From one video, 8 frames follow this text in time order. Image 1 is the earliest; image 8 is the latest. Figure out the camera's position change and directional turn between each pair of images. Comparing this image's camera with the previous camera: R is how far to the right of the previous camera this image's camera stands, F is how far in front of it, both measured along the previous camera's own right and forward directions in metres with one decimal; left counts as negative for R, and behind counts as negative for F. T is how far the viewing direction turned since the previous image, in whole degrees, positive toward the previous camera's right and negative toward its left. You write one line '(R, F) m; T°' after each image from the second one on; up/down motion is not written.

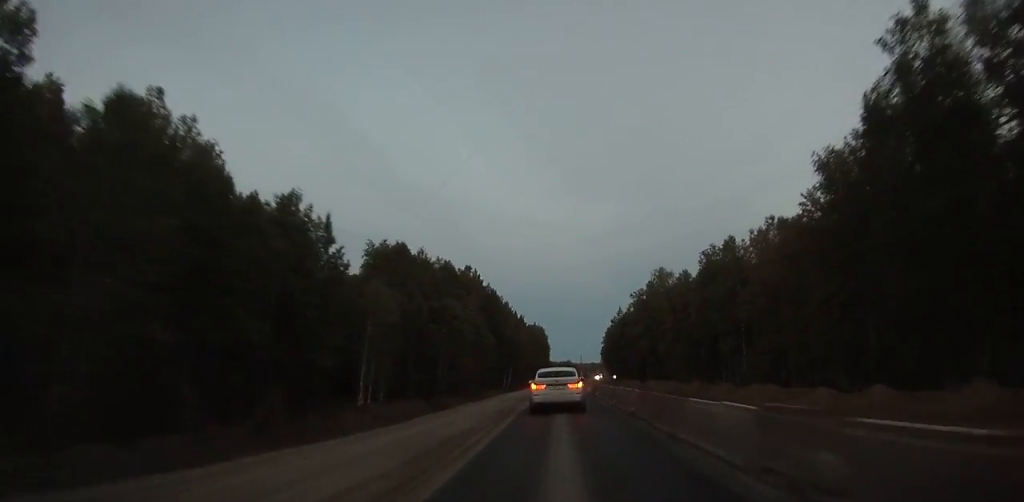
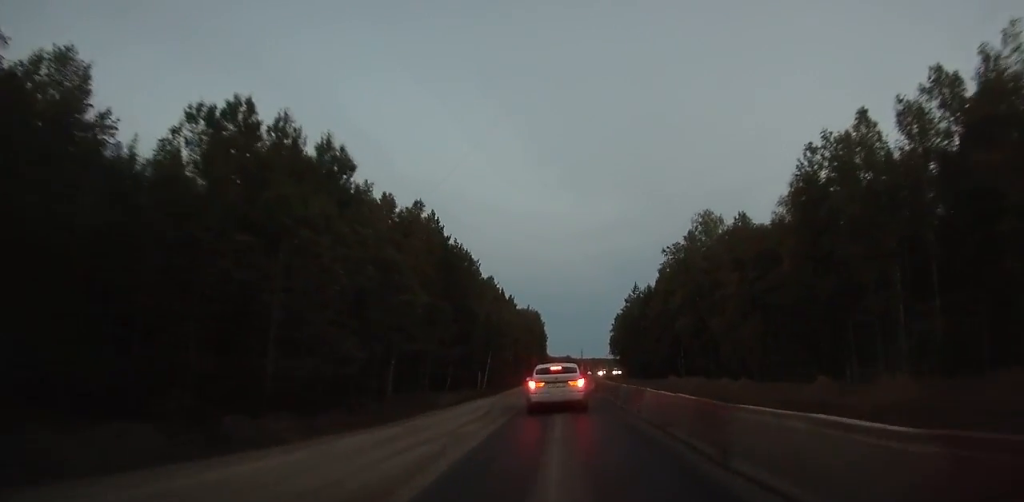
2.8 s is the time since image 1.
(0.0, +34.8) m; 0°
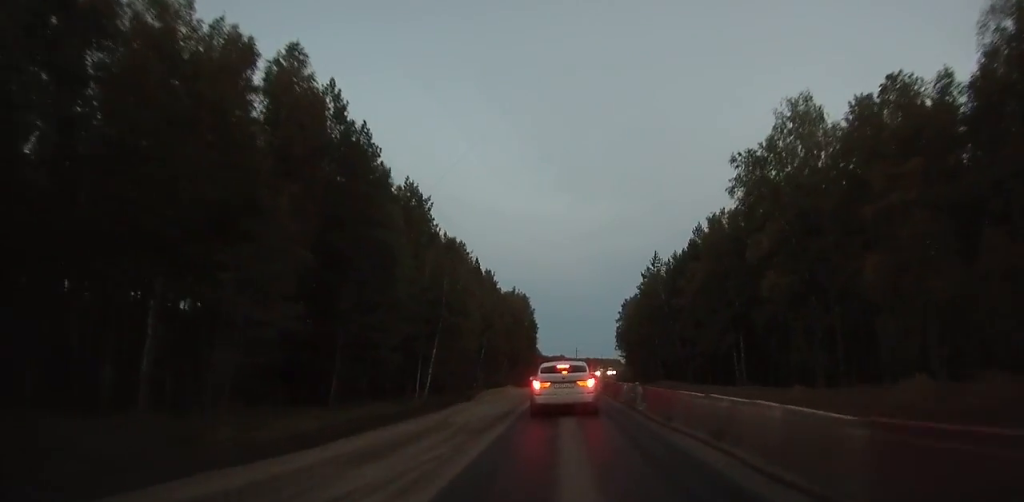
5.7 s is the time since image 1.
(0.0, +32.7) m; +1°
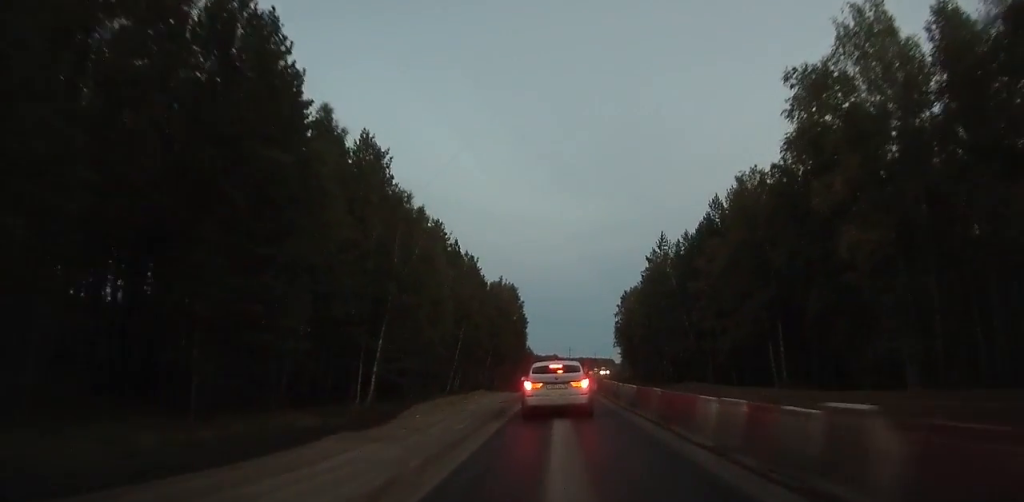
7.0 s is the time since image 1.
(+0.1, +13.5) m; +1°
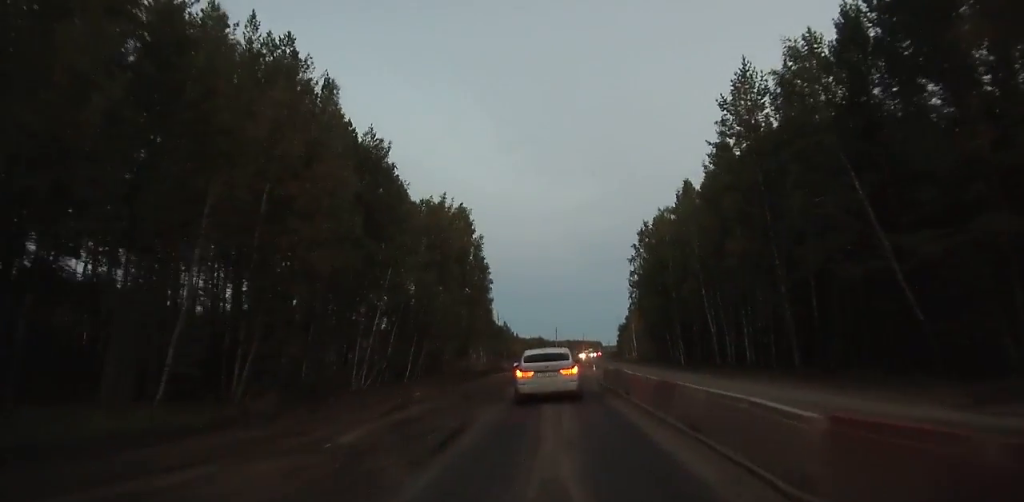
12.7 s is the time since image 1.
(+0.7, +51.5) m; +1°
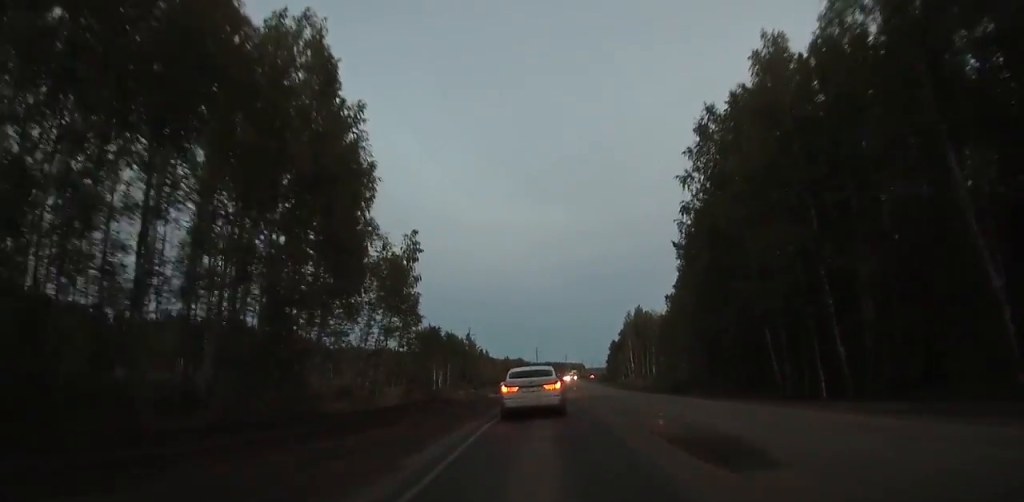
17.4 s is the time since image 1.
(+0.6, +40.4) m; +2°
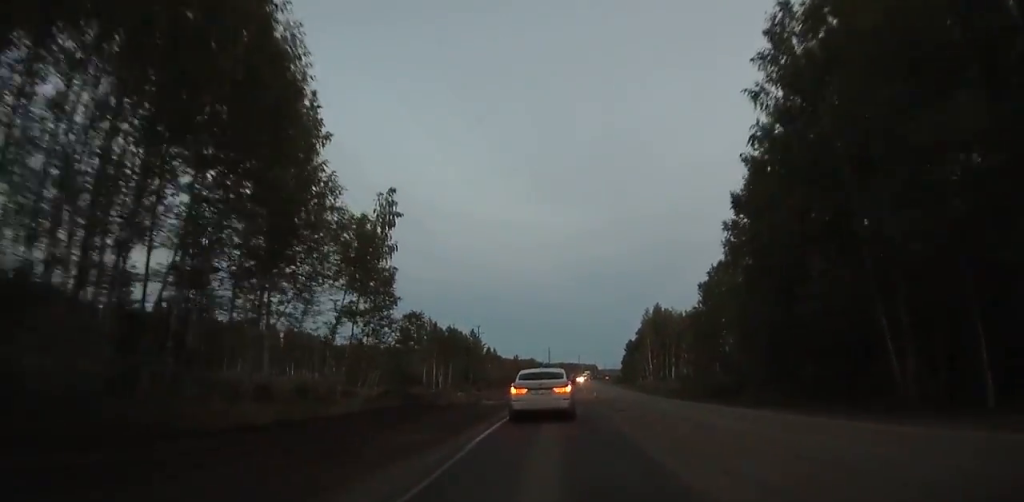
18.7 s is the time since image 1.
(0.0, +11.6) m; 0°
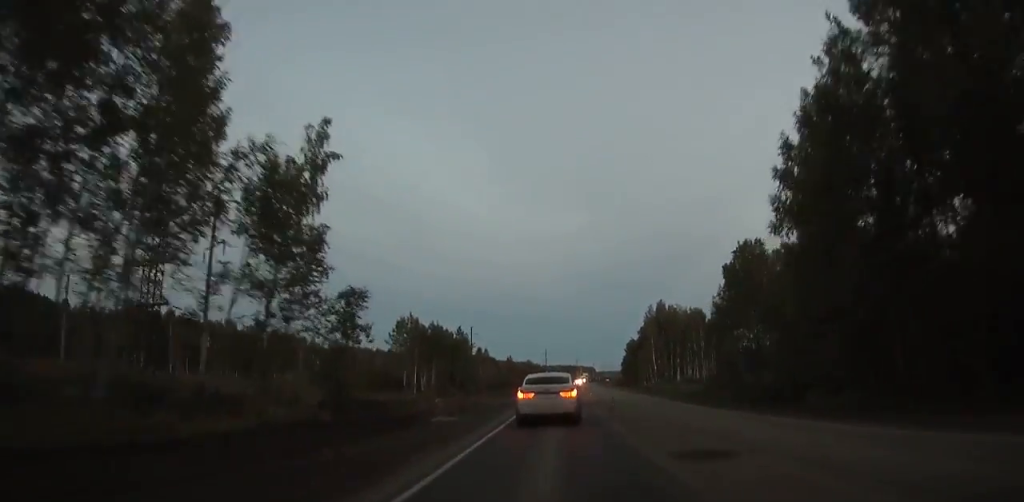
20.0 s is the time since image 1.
(0.0, +11.7) m; 0°
